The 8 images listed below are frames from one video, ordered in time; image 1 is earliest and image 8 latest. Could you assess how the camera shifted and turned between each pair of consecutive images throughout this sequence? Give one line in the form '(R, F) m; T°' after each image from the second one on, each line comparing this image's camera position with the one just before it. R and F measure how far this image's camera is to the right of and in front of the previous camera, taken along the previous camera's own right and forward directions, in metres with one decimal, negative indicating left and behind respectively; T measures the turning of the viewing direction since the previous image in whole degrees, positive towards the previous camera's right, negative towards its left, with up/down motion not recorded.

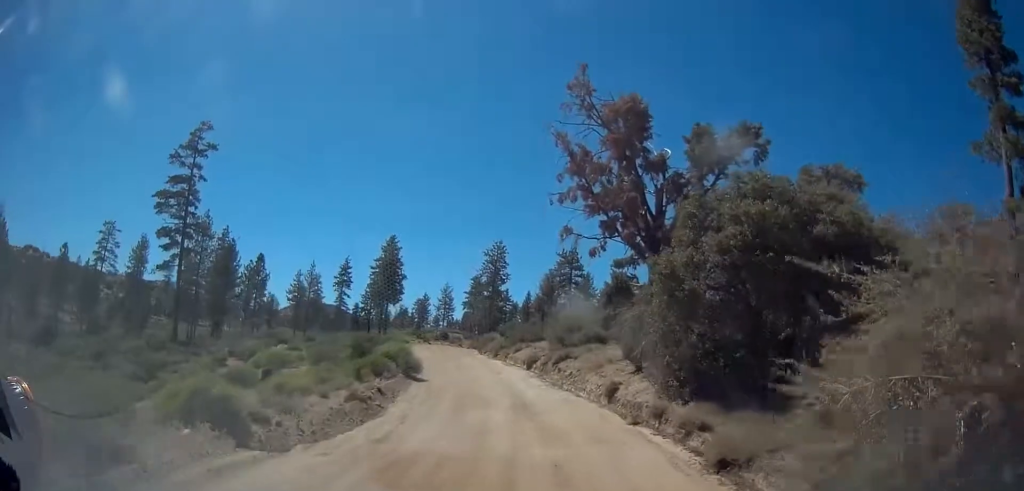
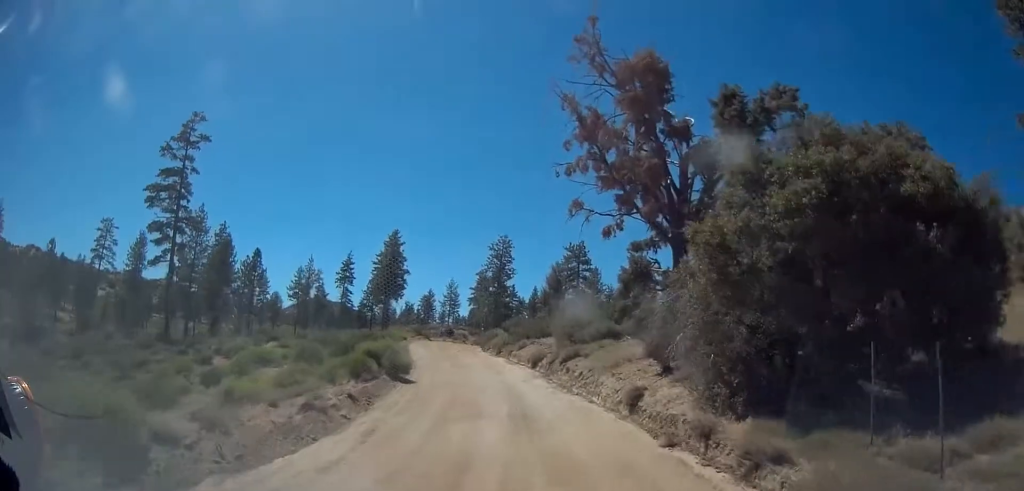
(+0.2, +3.3) m; -1°
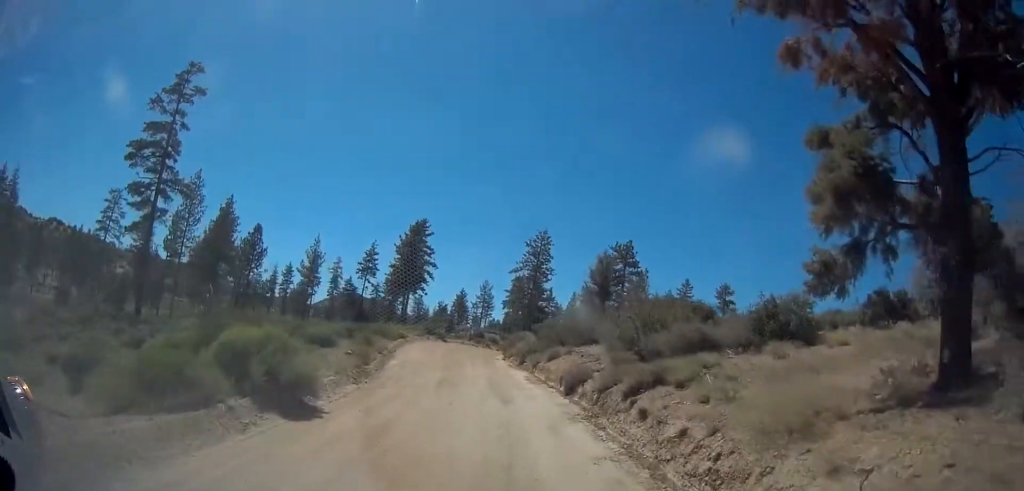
(-0.8, +11.9) m; -7°
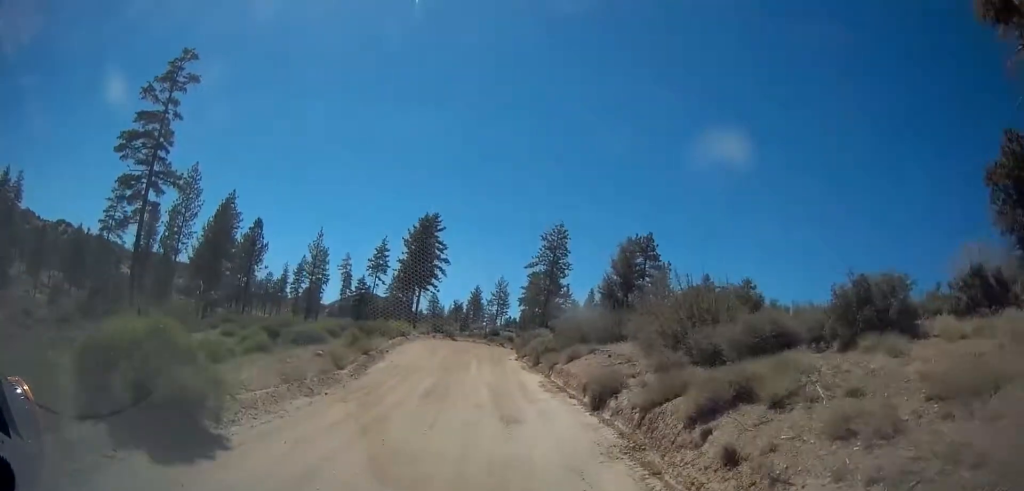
(+0.1, +4.2) m; -2°
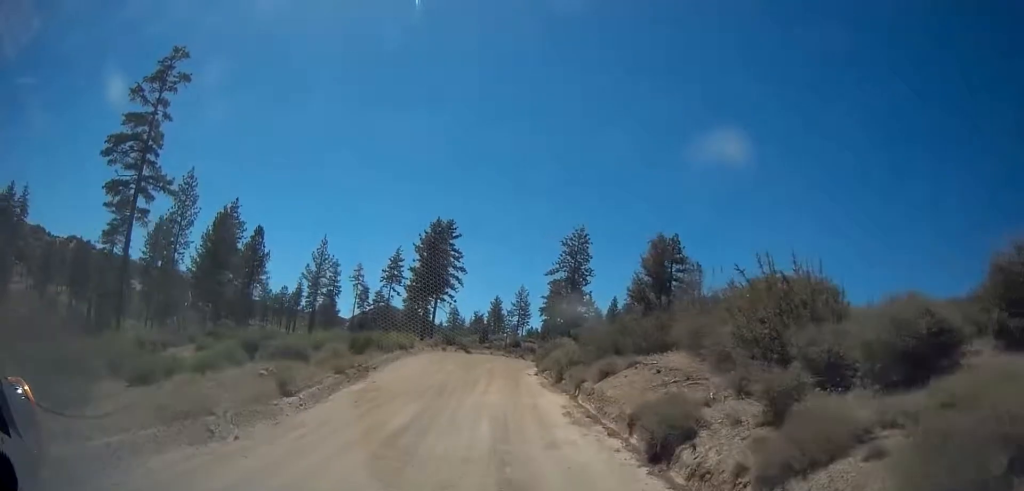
(-0.4, +4.9) m; -1°
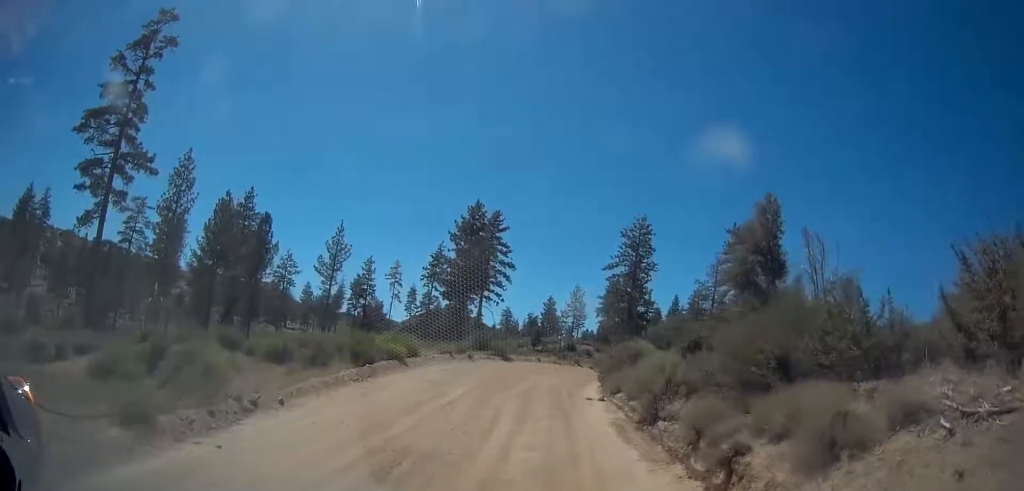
(0.0, +11.1) m; -4°
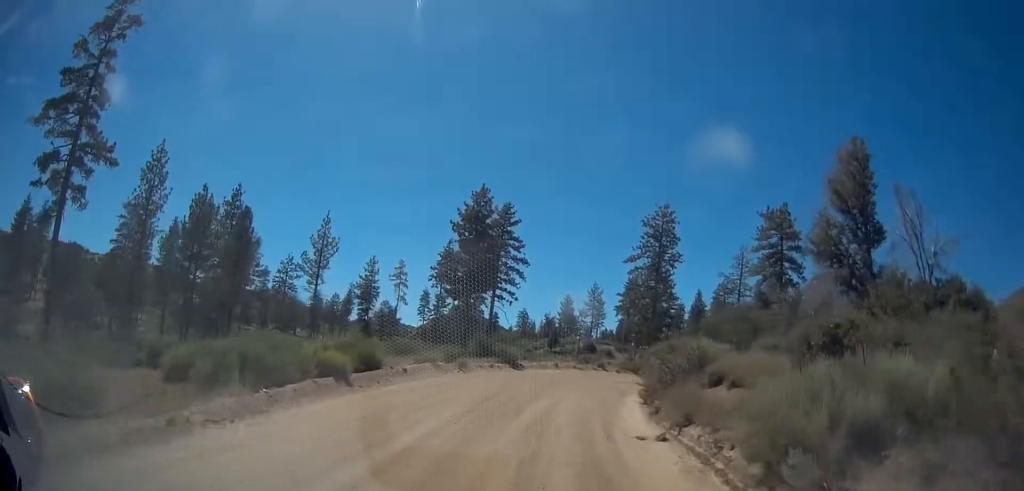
(-0.6, +7.4) m; -2°
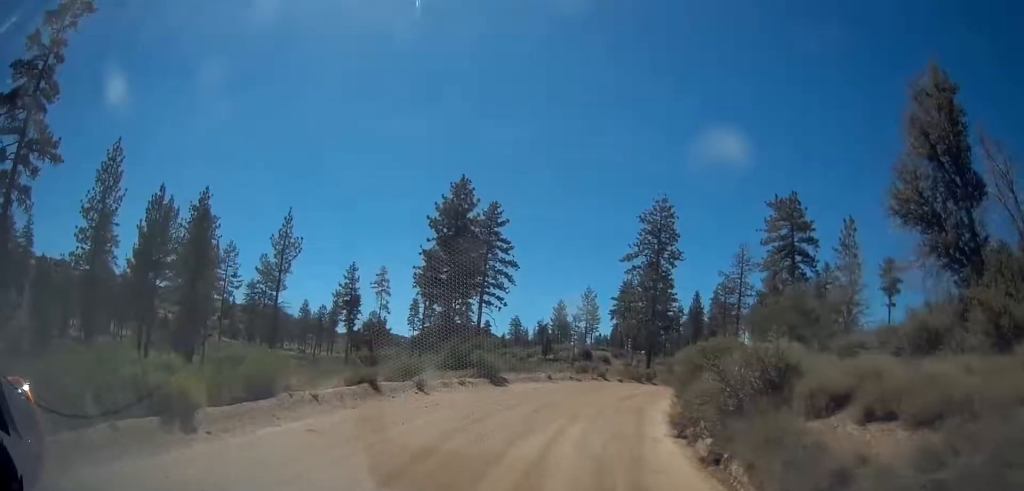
(+0.2, +6.1) m; +1°
